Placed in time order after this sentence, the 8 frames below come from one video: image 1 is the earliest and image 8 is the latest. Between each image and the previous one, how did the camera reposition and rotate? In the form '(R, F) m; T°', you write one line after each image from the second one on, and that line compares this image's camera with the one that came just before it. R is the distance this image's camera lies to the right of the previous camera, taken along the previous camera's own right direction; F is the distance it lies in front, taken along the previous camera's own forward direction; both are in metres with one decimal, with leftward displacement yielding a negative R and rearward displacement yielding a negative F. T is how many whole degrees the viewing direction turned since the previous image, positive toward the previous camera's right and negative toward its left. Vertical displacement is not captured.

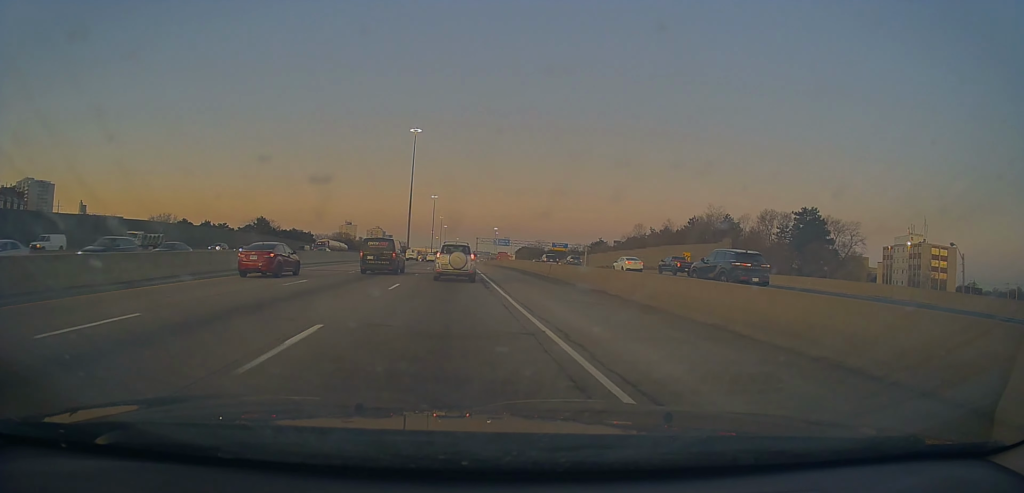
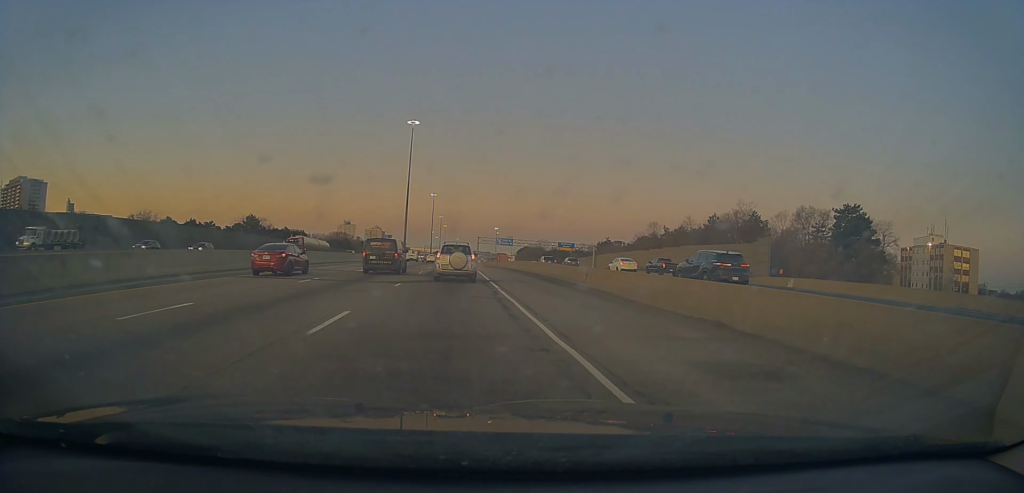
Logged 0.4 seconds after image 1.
(-0.1, +9.9) m; -1°
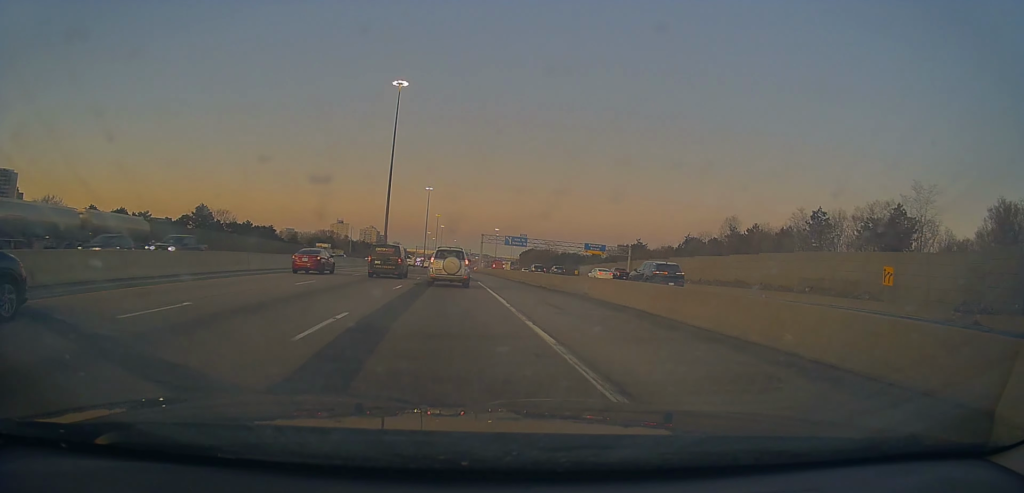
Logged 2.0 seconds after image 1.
(-0.3, +36.2) m; 0°
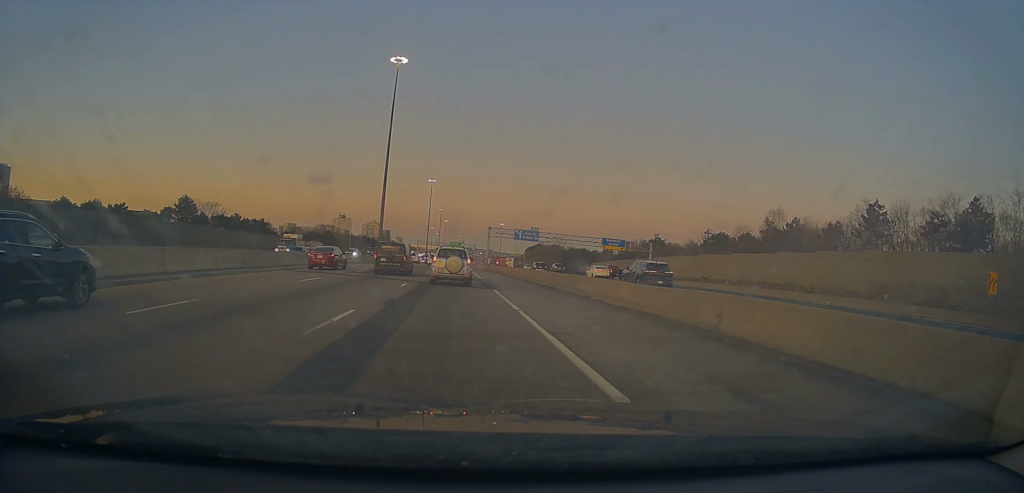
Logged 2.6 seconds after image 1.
(+0.4, +11.8) m; 0°
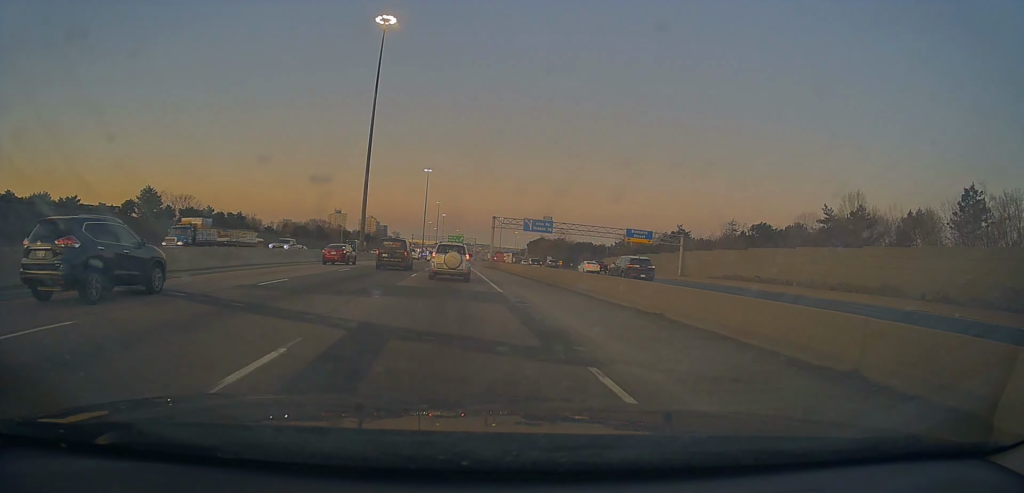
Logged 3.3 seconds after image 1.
(-0.1, +17.0) m; 0°
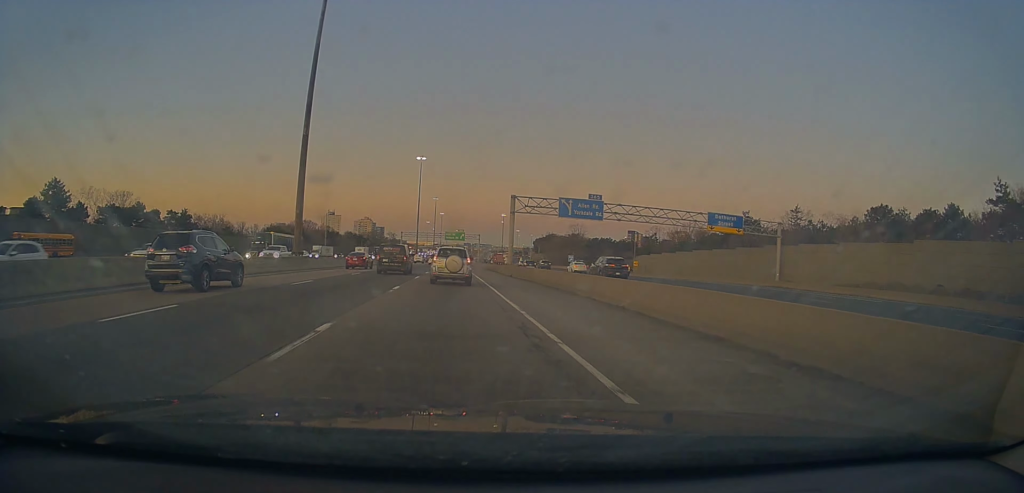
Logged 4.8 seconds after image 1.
(+0.2, +31.8) m; +1°
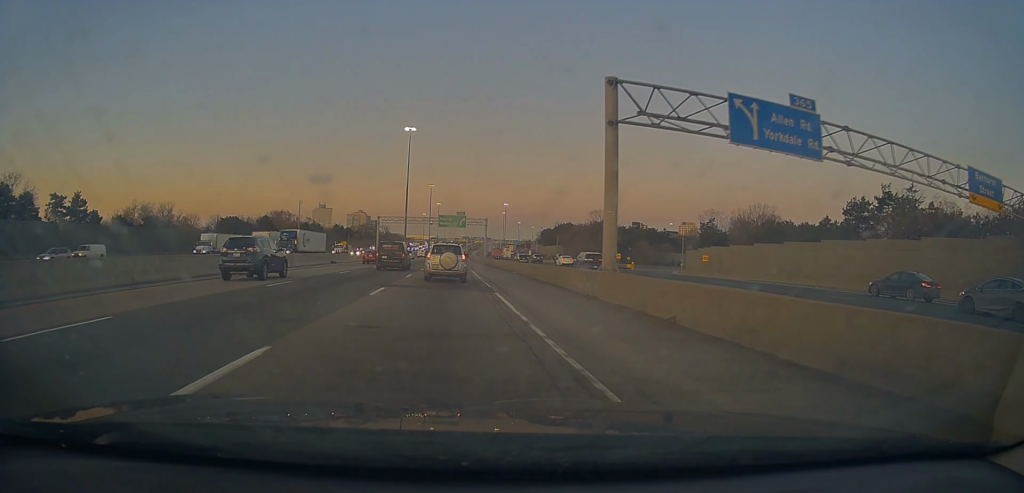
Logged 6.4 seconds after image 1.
(-0.6, +37.3) m; -1°
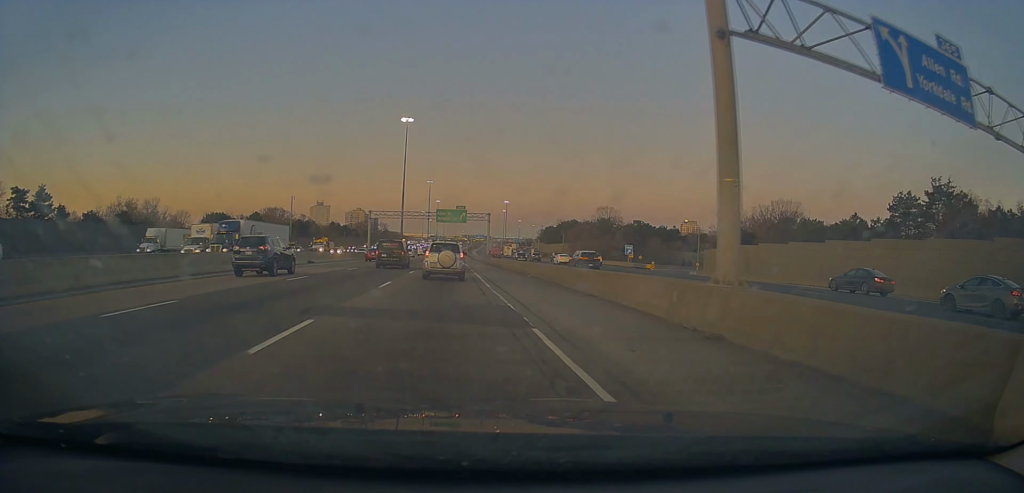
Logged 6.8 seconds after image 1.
(-0.1, +9.1) m; 0°
